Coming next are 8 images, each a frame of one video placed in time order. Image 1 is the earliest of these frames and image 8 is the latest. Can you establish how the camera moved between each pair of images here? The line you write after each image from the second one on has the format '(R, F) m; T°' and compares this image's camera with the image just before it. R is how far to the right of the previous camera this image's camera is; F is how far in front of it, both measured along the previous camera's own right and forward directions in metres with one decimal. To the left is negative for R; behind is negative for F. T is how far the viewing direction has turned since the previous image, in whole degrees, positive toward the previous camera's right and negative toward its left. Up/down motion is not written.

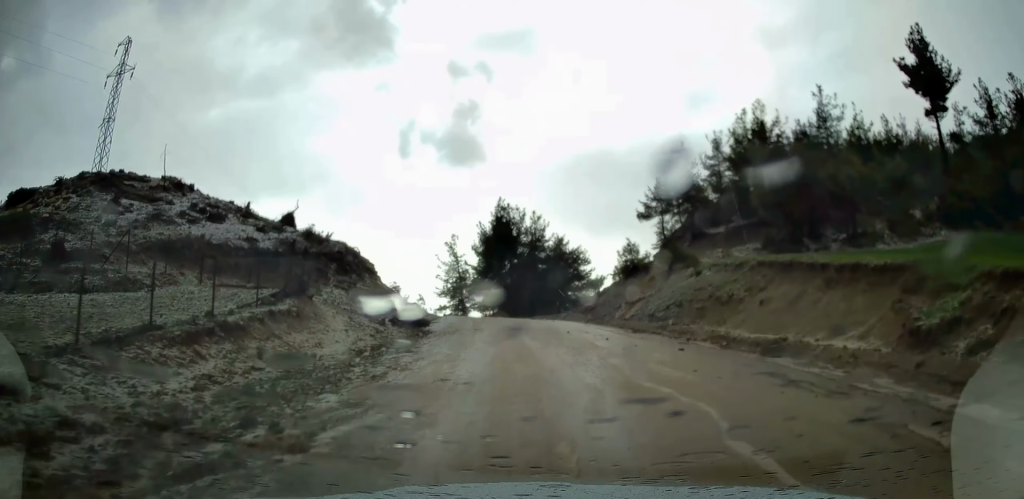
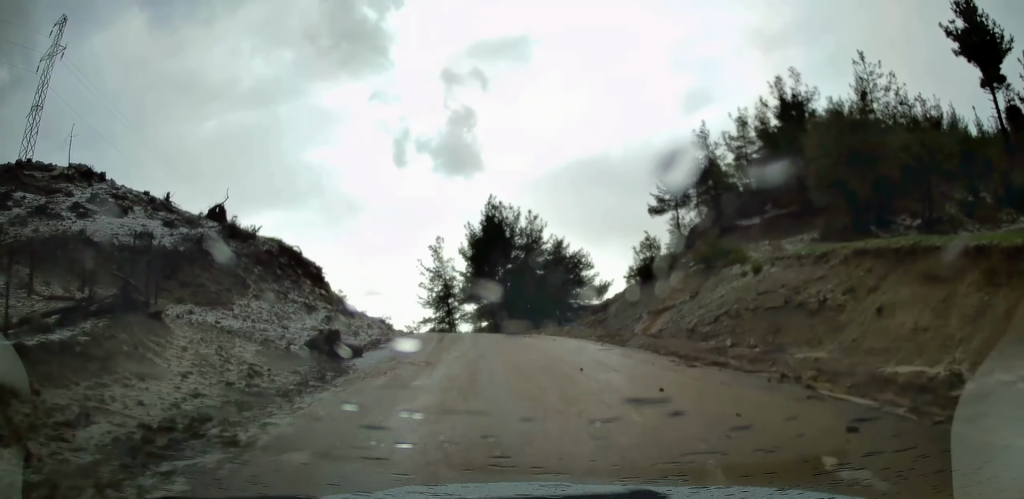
(+0.1, +8.2) m; +1°
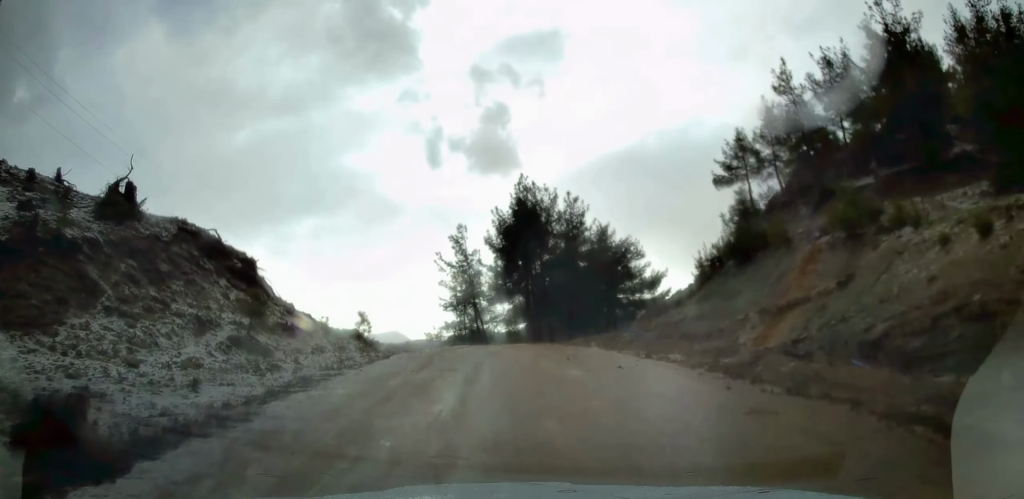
(-0.2, +10.1) m; -3°
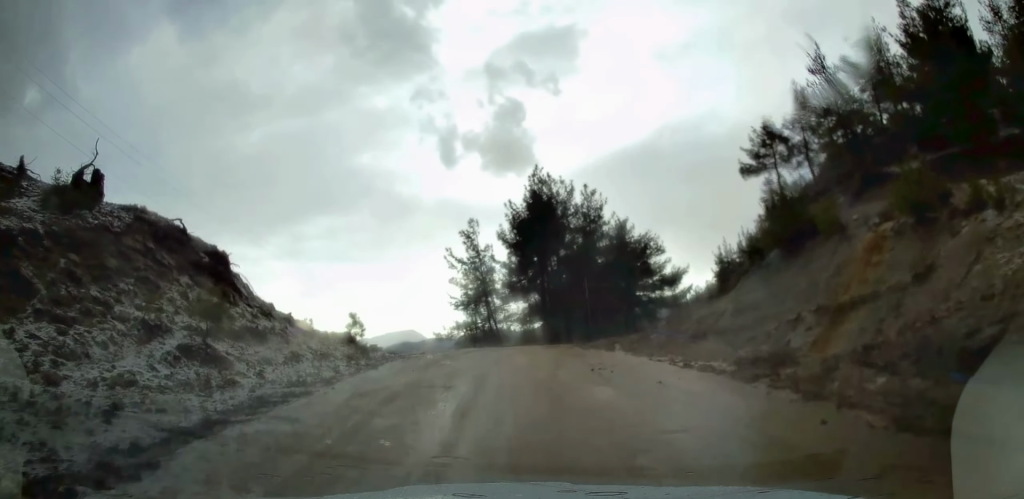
(0.0, +2.8) m; -1°
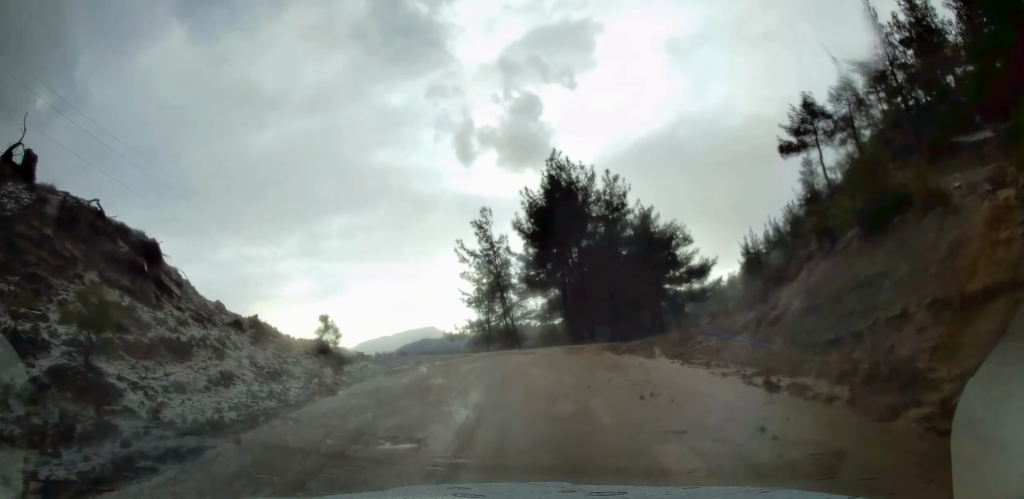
(-0.1, +4.1) m; -1°
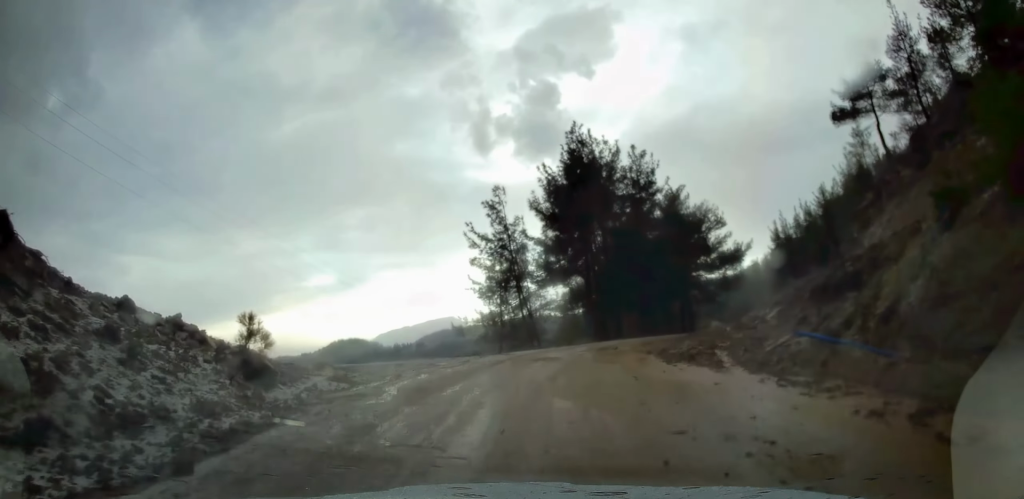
(-0.1, +4.9) m; -1°
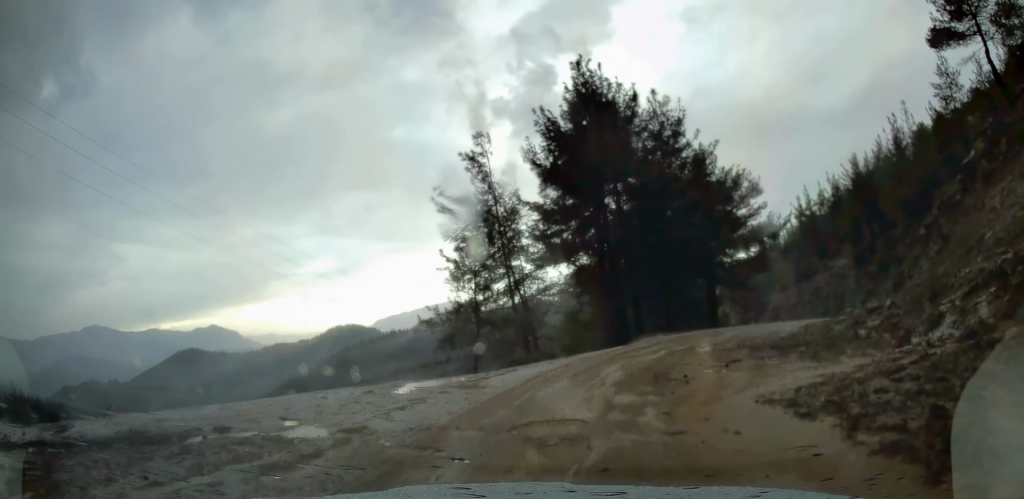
(-0.2, +9.7) m; 0°
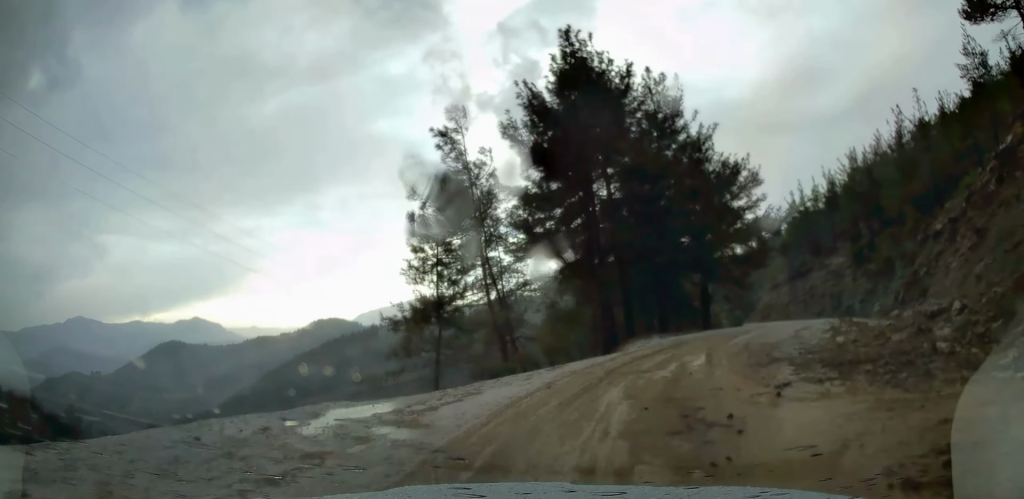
(+0.1, +3.4) m; +4°
